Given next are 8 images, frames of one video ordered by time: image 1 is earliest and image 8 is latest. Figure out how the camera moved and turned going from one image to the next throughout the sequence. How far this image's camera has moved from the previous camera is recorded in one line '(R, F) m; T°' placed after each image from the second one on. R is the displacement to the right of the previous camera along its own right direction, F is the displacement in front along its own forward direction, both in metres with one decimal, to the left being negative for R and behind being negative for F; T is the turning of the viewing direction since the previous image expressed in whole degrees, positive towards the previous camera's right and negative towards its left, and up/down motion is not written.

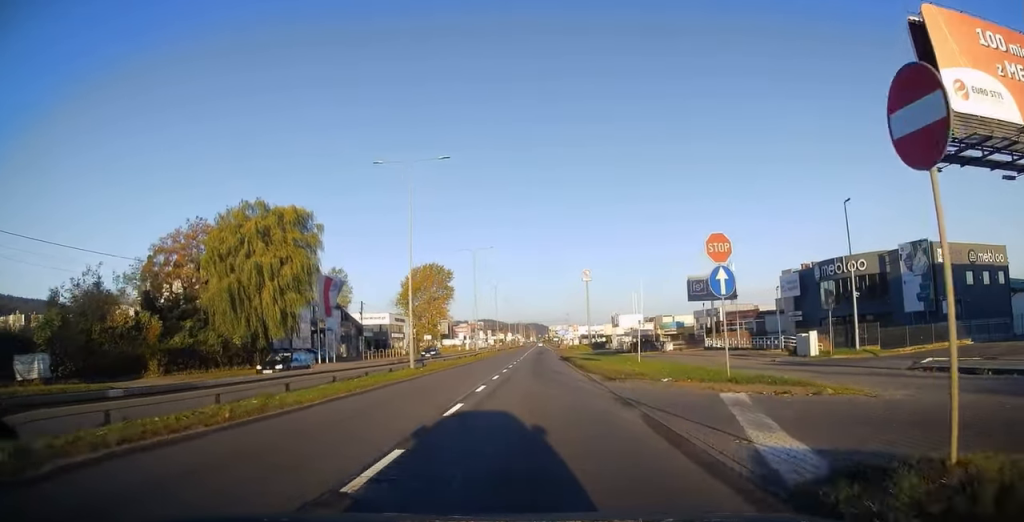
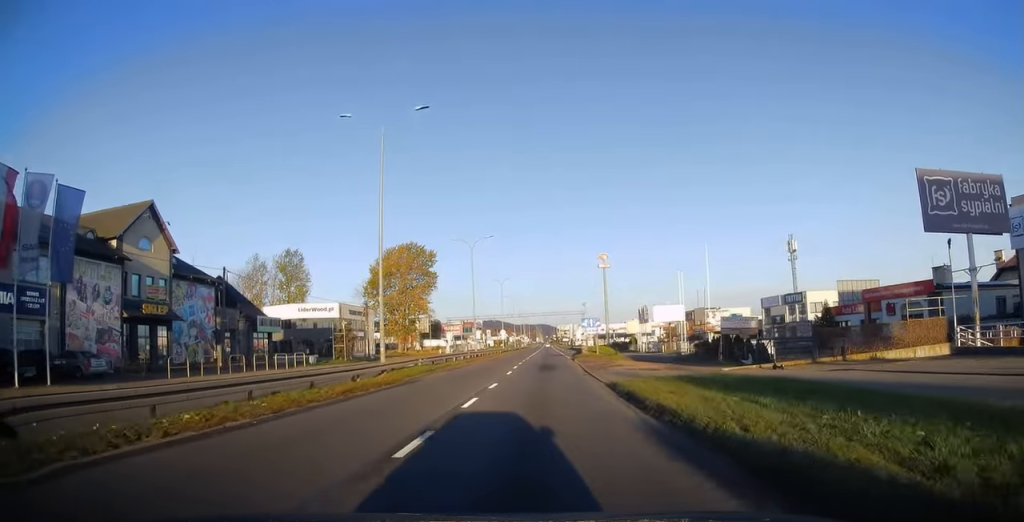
(0.0, +38.9) m; 0°
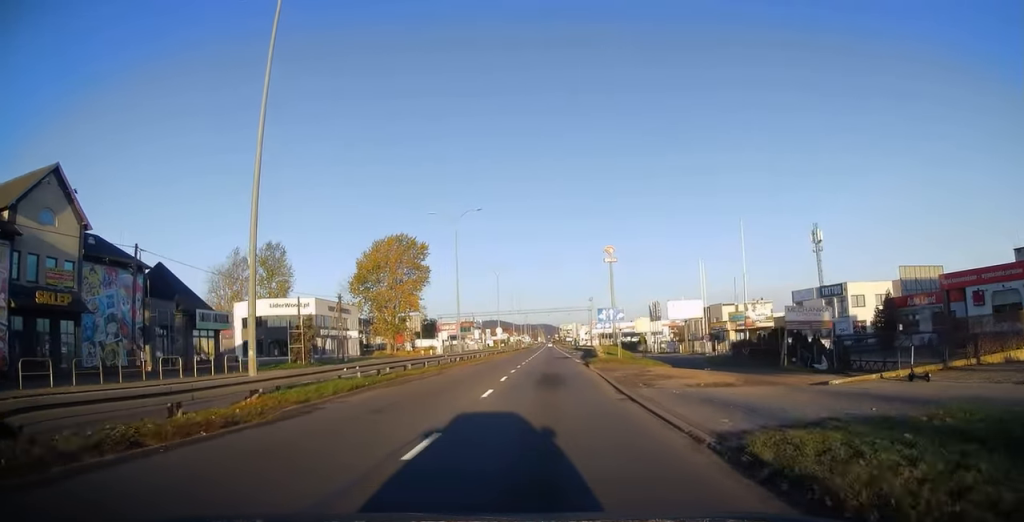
(0.0, +11.6) m; 0°
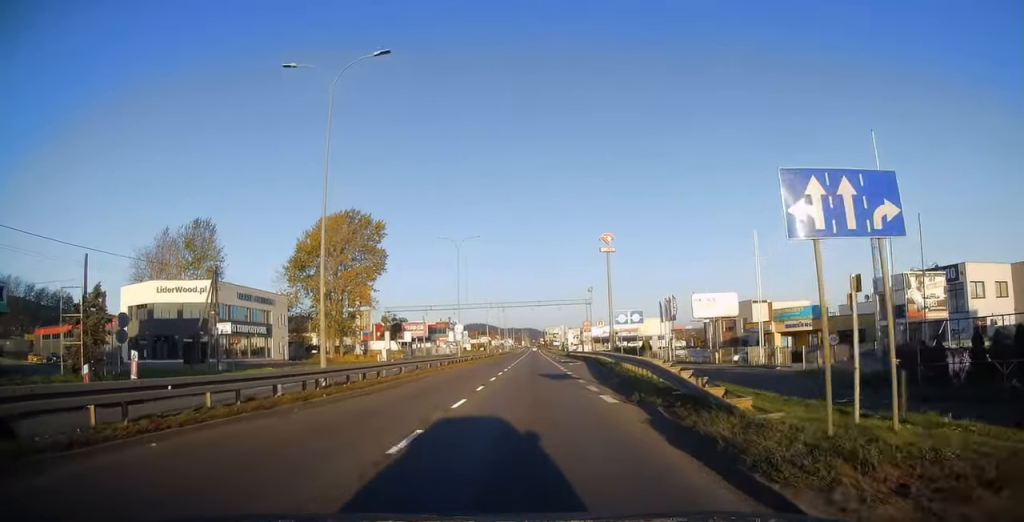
(0.0, +25.8) m; 0°
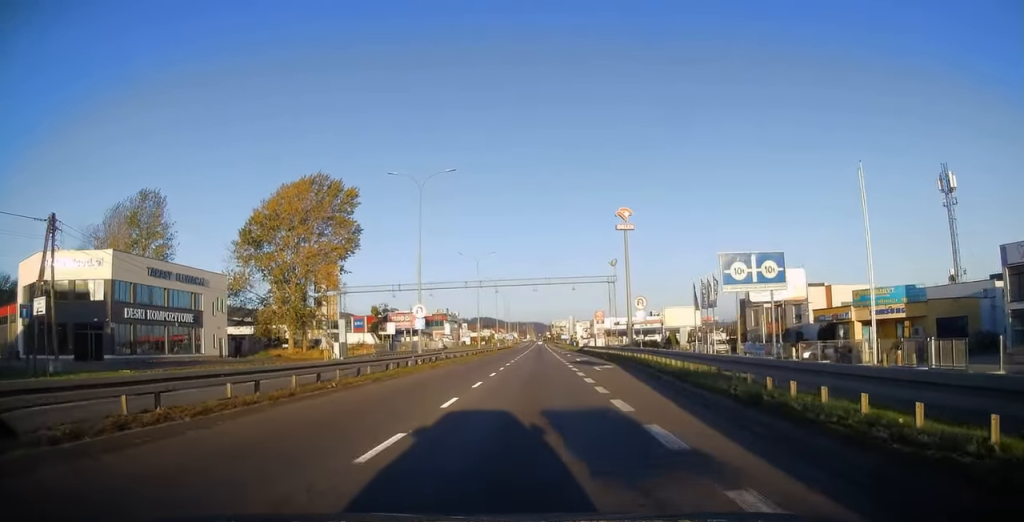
(+0.1, +19.1) m; 0°
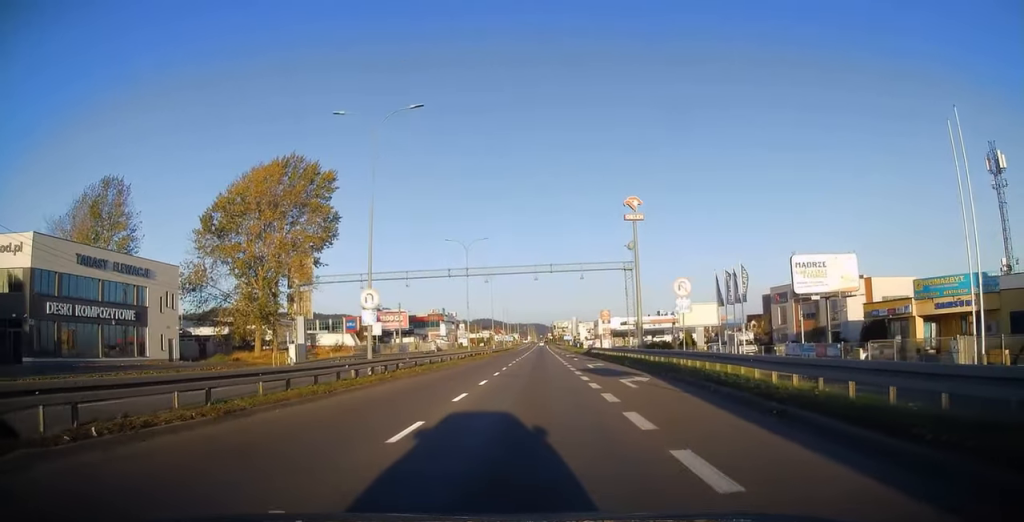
(0.0, +10.2) m; 0°
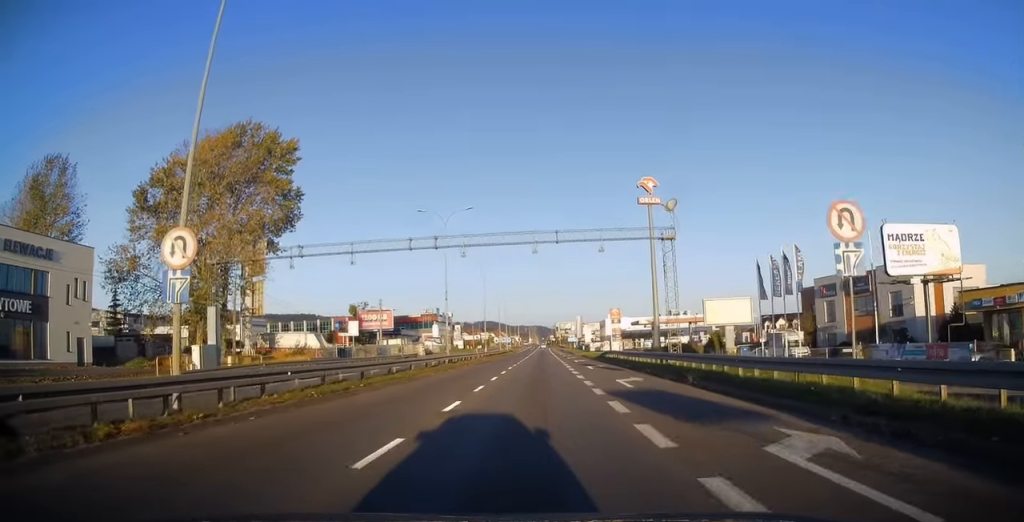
(0.0, +13.5) m; 0°
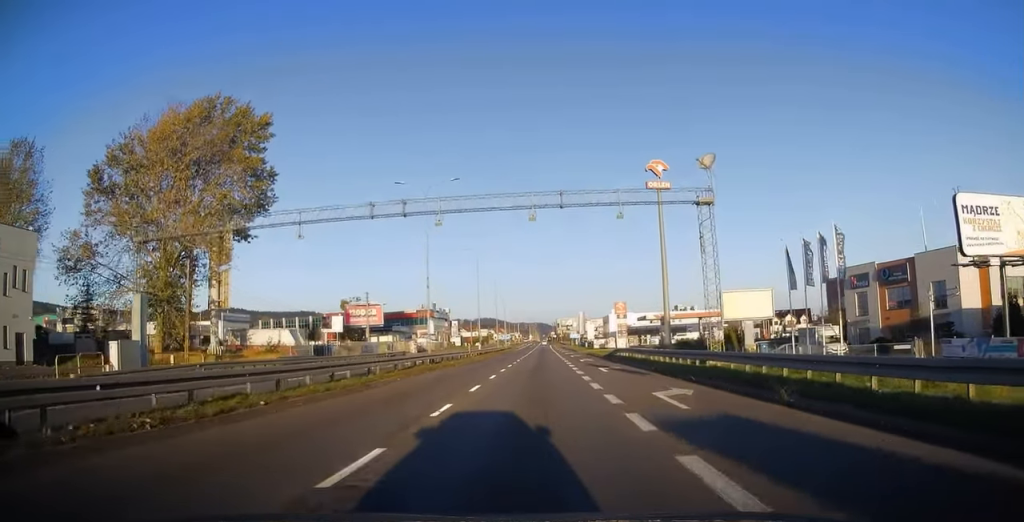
(0.0, +7.2) m; 0°
